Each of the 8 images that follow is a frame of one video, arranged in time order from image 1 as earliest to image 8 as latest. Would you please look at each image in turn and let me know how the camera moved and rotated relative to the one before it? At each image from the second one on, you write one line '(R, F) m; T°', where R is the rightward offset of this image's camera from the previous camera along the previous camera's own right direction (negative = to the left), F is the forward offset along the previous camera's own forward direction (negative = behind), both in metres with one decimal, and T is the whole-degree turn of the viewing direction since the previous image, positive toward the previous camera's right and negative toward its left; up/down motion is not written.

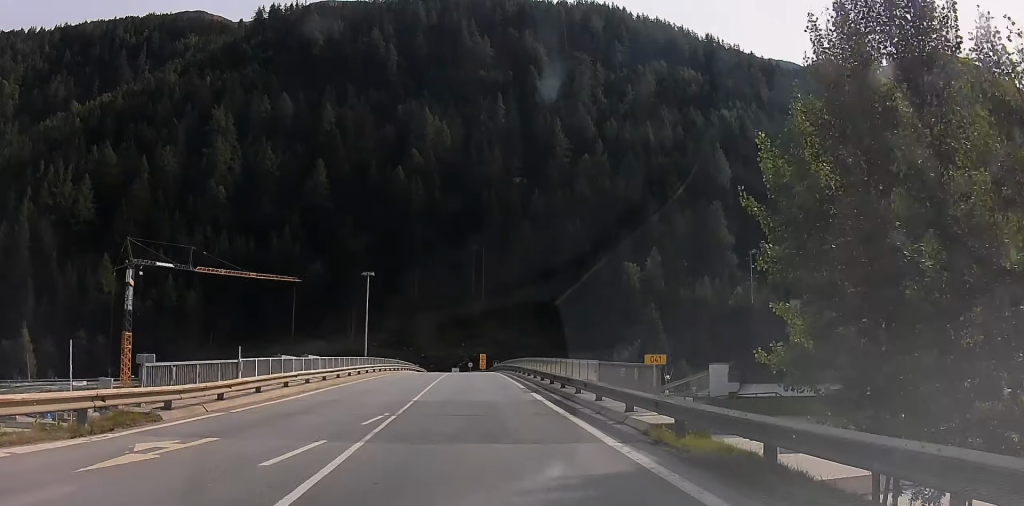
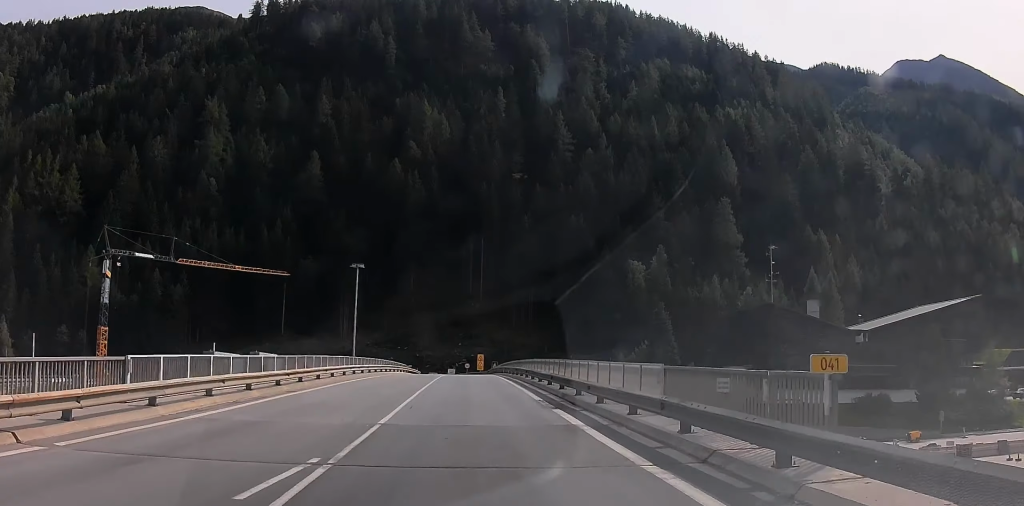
(0.0, +7.6) m; 0°
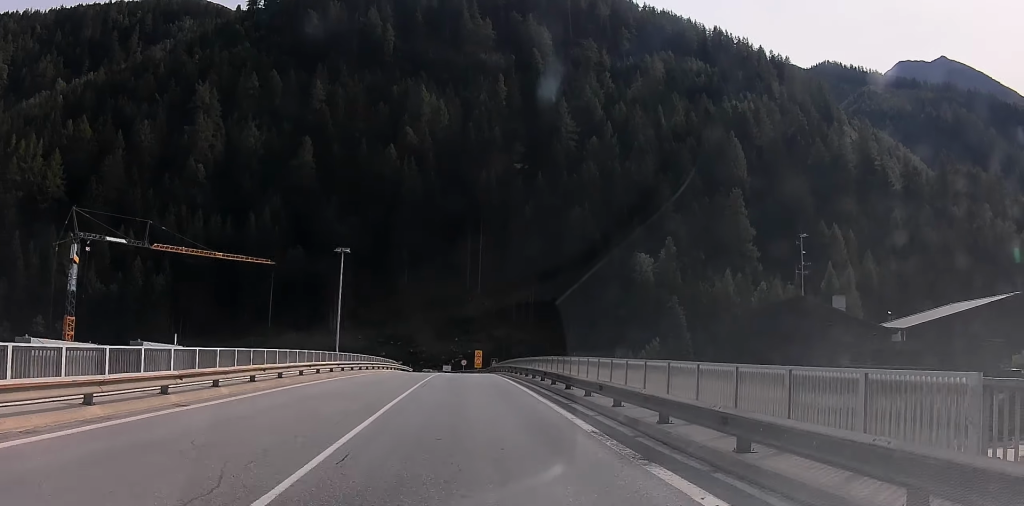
(0.0, +10.1) m; 0°
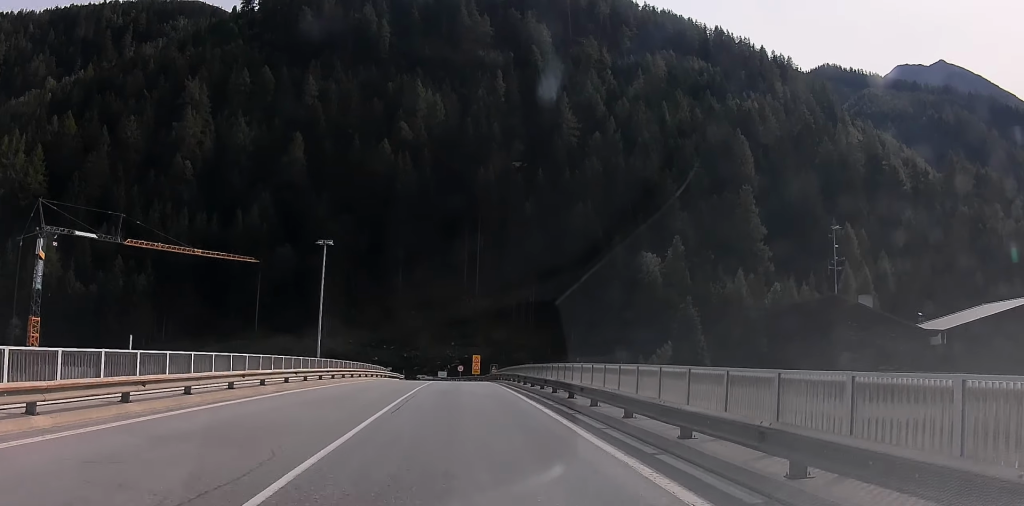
(0.0, +9.2) m; 0°
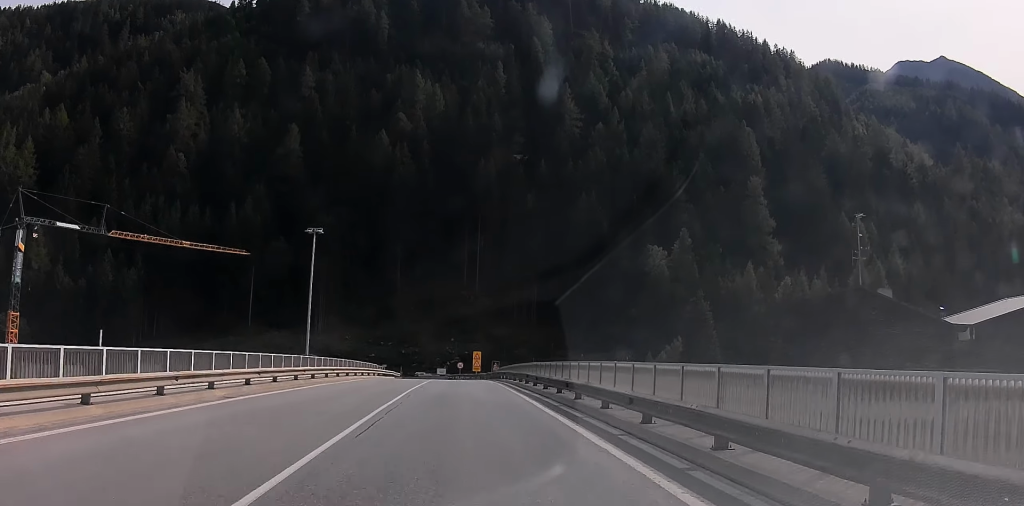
(0.0, +5.4) m; 0°
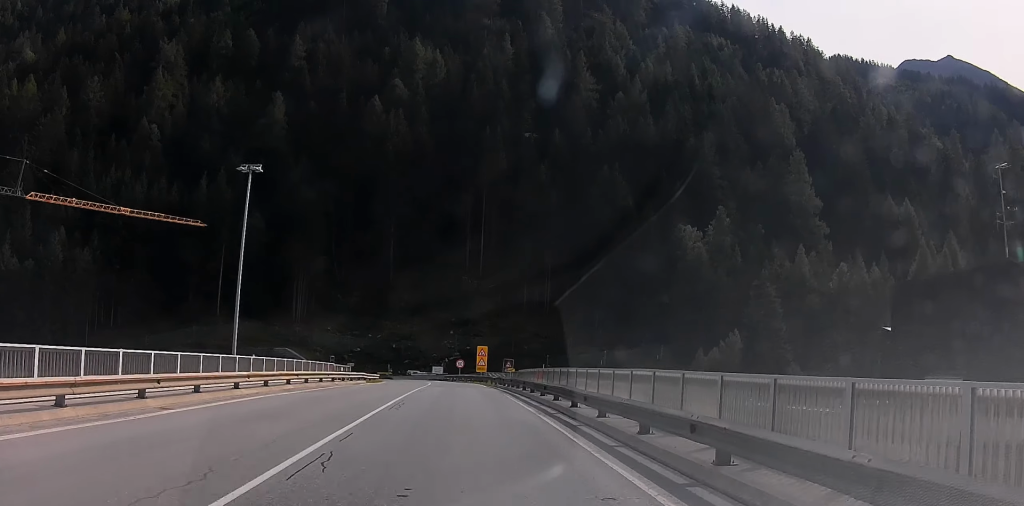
(0.0, +23.9) m; 0°
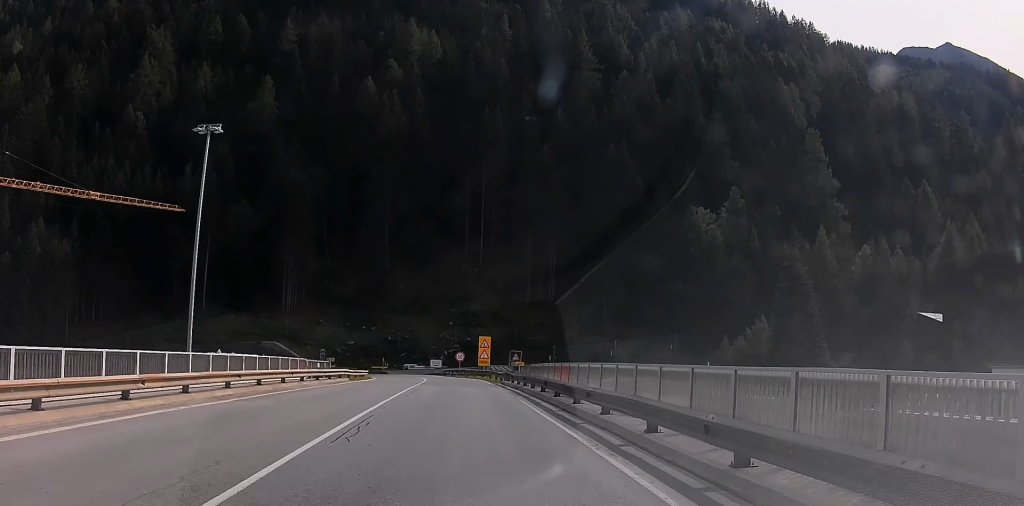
(0.0, +9.0) m; 0°
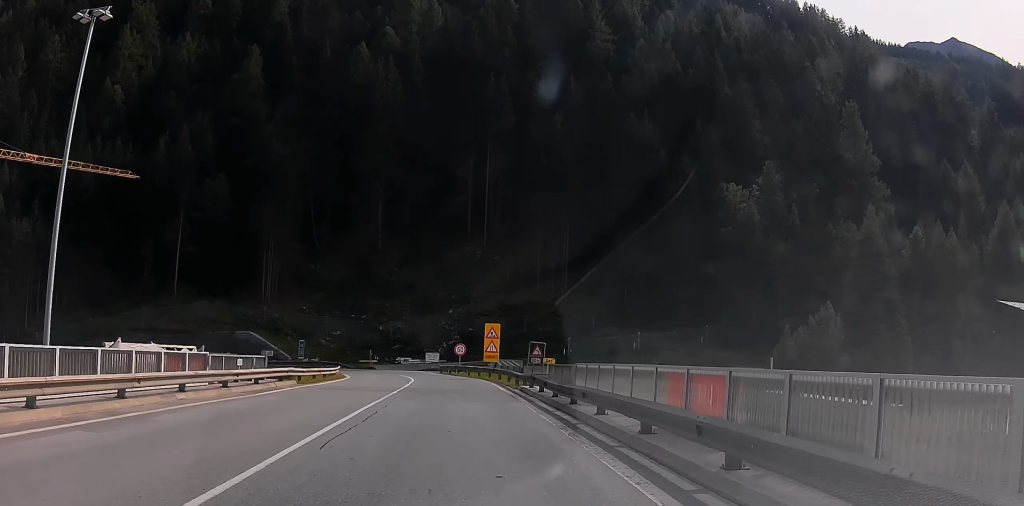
(0.0, +17.1) m; 0°
